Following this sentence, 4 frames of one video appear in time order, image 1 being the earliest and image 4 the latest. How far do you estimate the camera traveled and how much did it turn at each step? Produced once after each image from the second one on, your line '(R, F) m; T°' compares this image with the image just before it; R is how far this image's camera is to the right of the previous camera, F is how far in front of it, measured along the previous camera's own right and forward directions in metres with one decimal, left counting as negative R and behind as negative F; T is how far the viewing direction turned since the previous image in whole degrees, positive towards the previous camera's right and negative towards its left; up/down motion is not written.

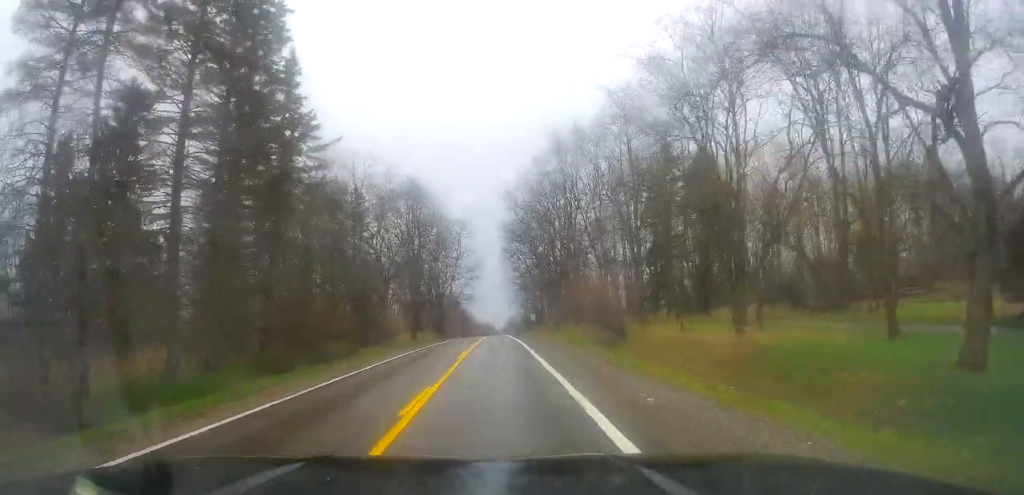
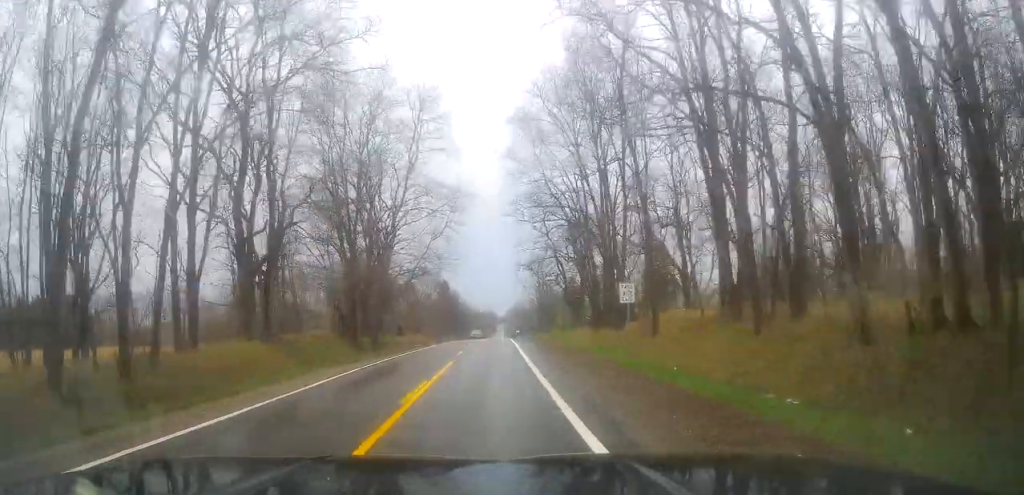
(-1.3, +58.7) m; -1°
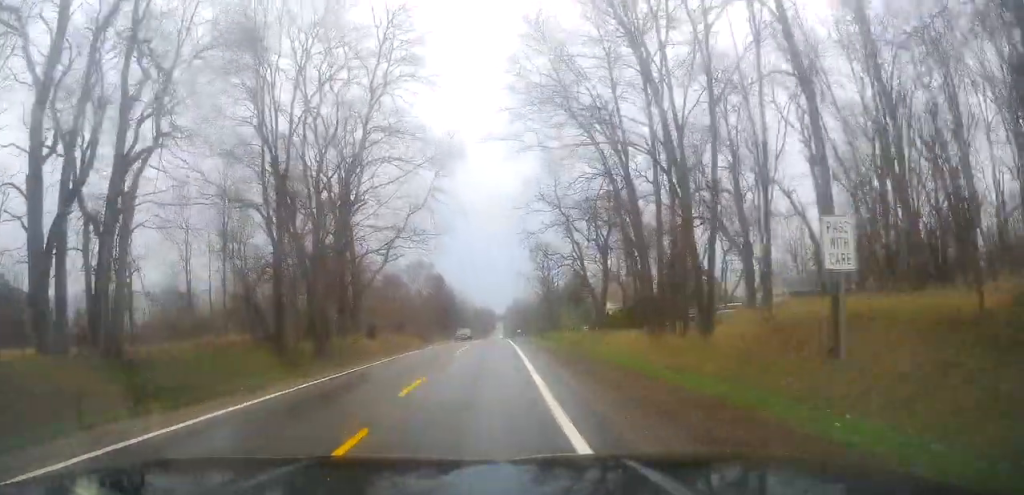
(+0.6, +14.0) m; +2°
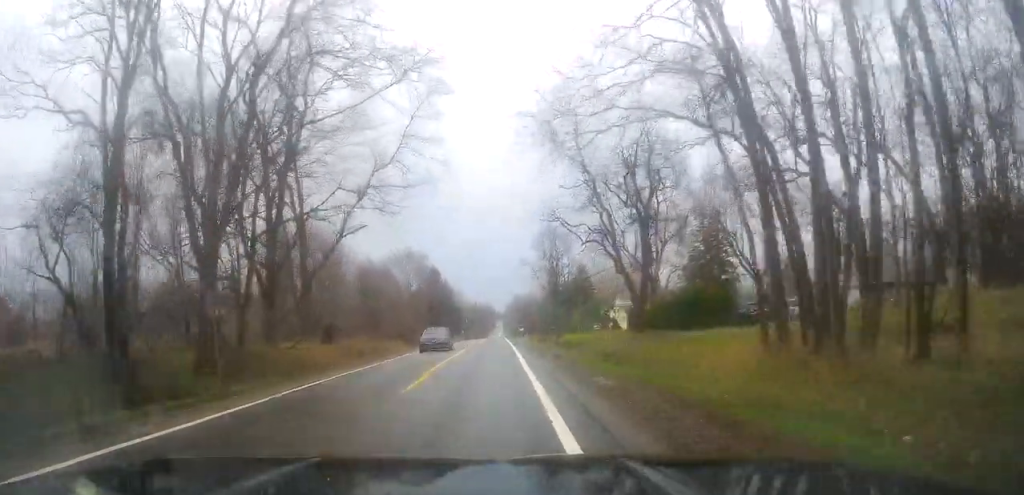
(+0.1, +13.5) m; 0°
